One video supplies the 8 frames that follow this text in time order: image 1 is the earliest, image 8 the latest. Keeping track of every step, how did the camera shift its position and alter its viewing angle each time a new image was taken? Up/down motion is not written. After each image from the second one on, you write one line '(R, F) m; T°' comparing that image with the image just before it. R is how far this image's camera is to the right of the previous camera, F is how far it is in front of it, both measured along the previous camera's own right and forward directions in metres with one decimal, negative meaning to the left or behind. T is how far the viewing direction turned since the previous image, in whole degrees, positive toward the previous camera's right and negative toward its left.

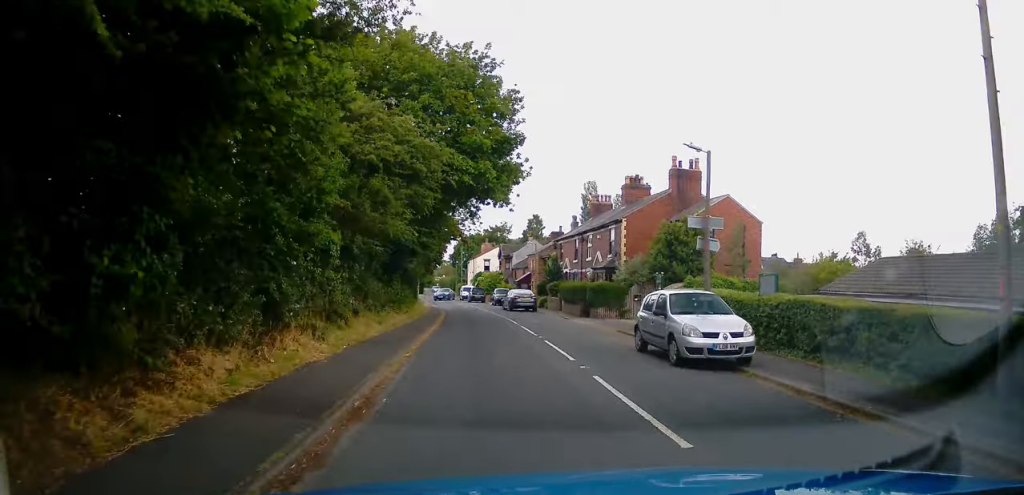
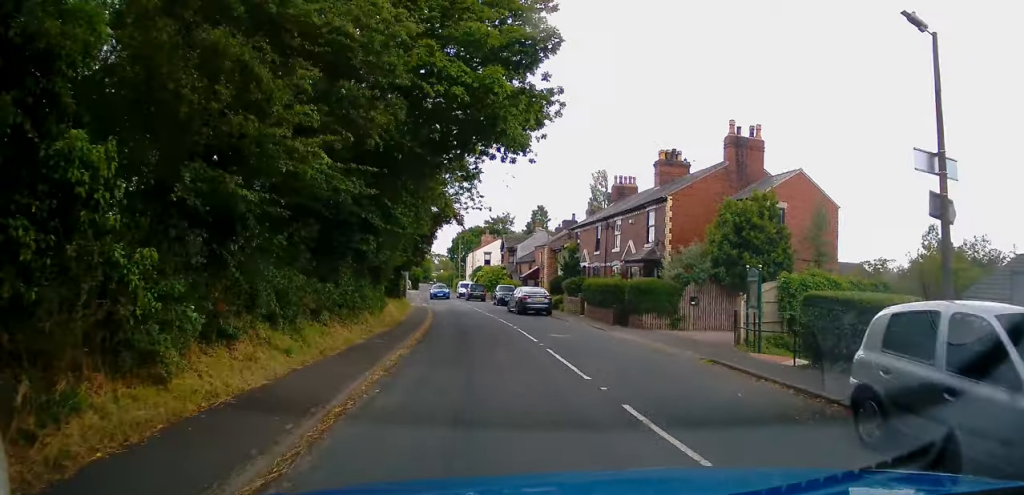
(-0.1, +8.2) m; 0°
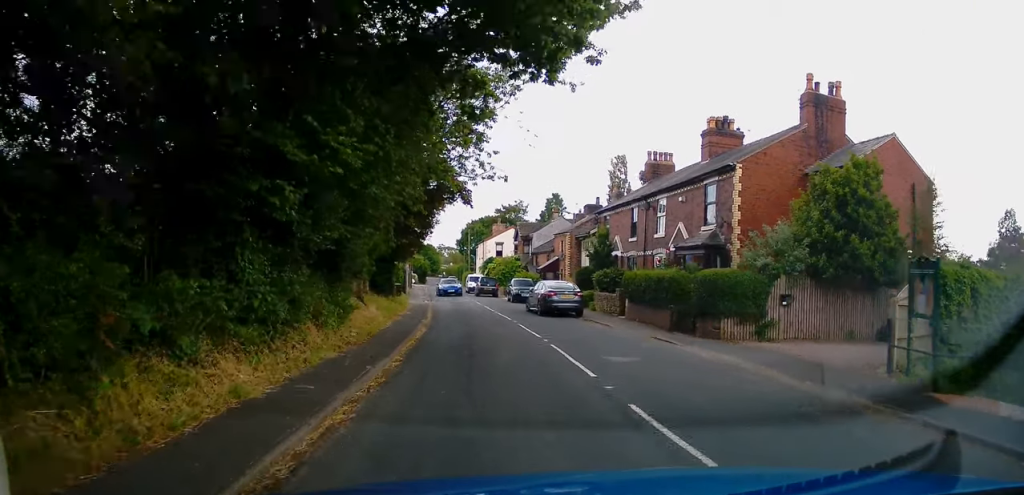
(+0.2, +6.6) m; 0°
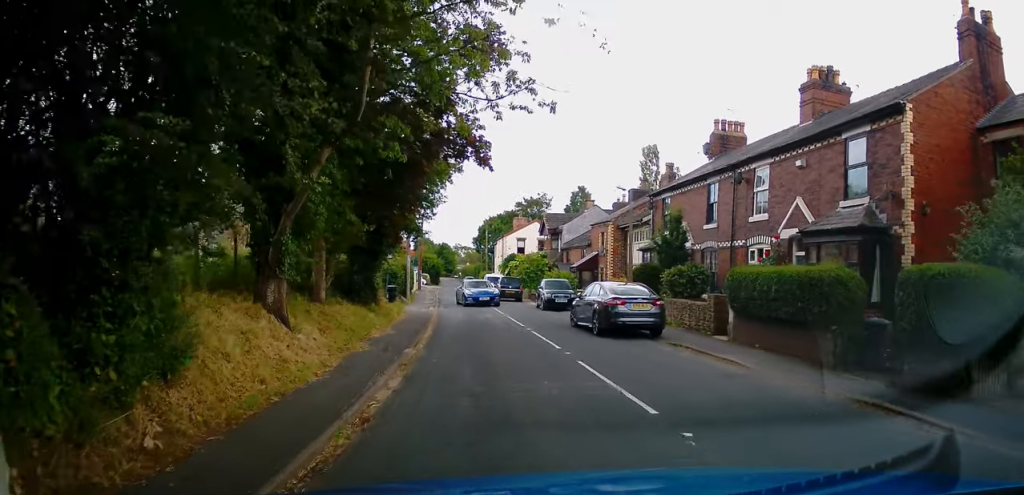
(-0.3, +9.0) m; -4°
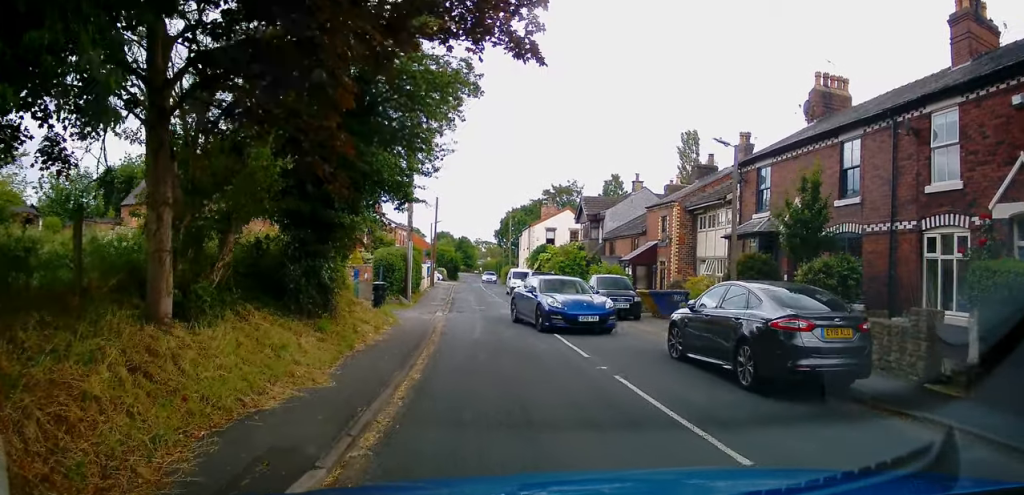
(-0.6, +7.9) m; -9°
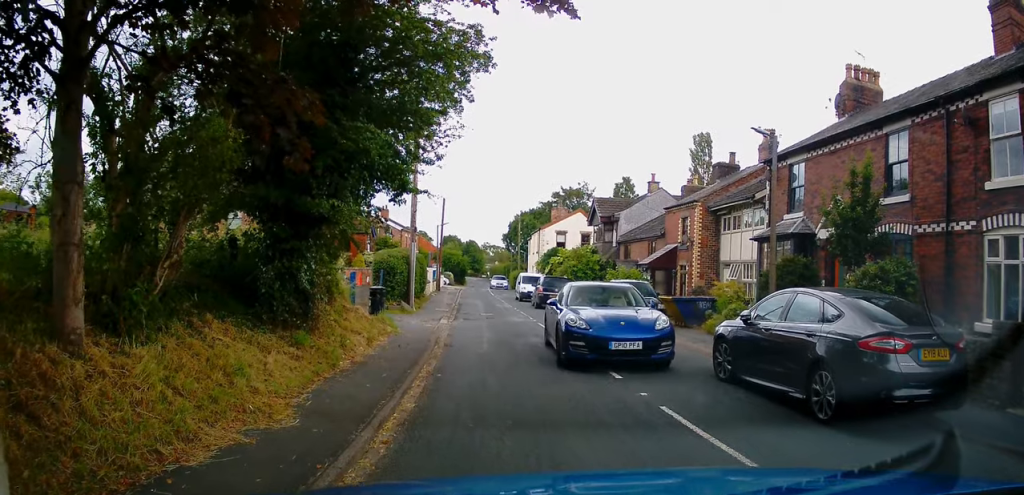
(-0.2, +2.4) m; -4°
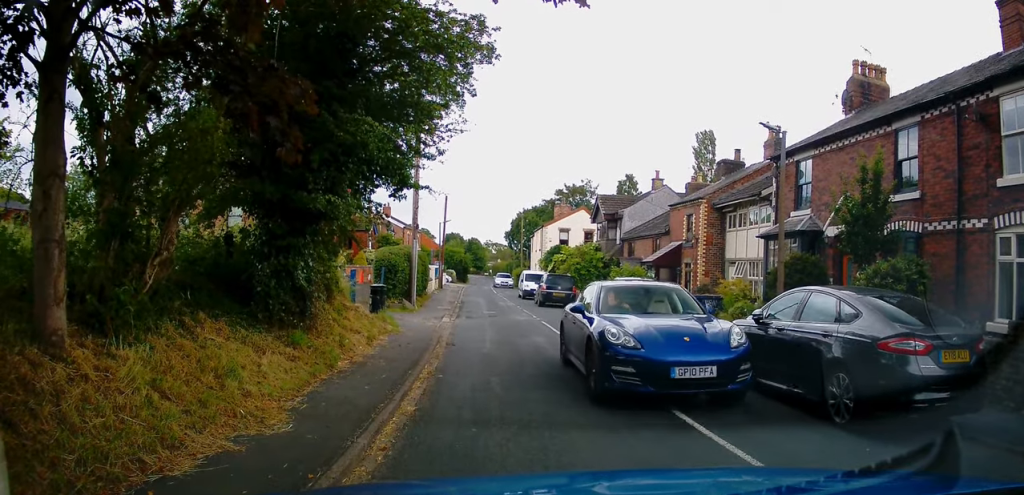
(0.0, +0.6) m; 0°
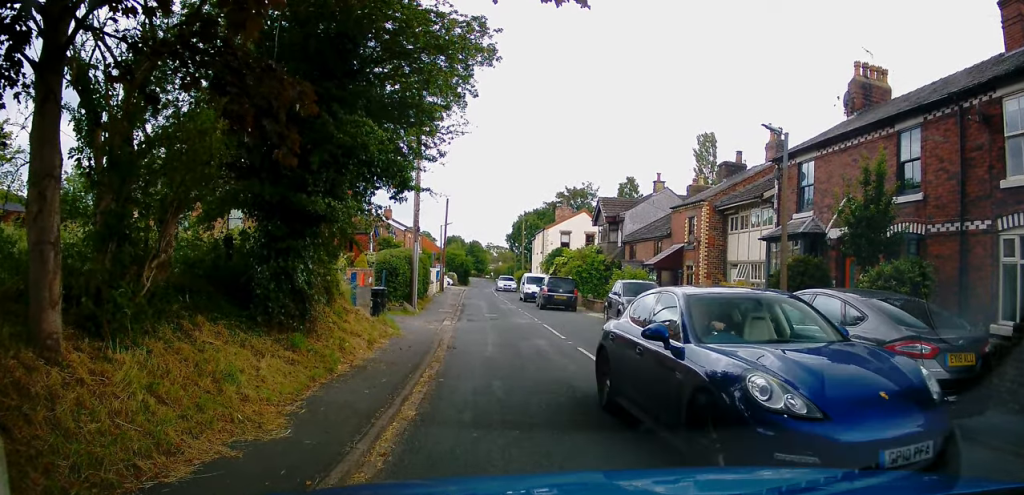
(0.0, +0.2) m; 0°
